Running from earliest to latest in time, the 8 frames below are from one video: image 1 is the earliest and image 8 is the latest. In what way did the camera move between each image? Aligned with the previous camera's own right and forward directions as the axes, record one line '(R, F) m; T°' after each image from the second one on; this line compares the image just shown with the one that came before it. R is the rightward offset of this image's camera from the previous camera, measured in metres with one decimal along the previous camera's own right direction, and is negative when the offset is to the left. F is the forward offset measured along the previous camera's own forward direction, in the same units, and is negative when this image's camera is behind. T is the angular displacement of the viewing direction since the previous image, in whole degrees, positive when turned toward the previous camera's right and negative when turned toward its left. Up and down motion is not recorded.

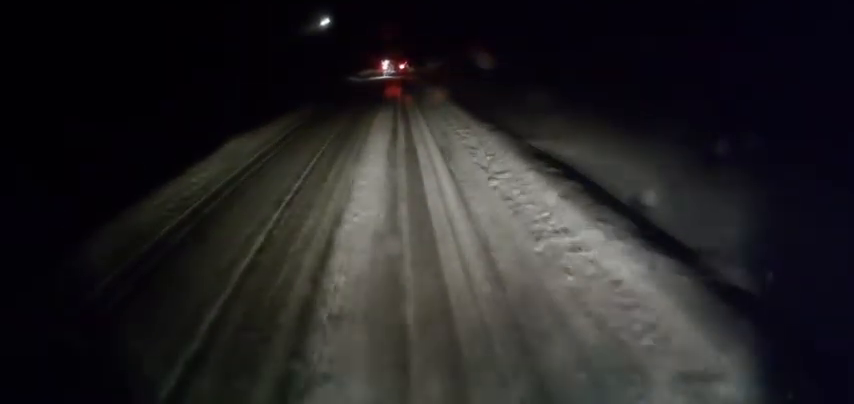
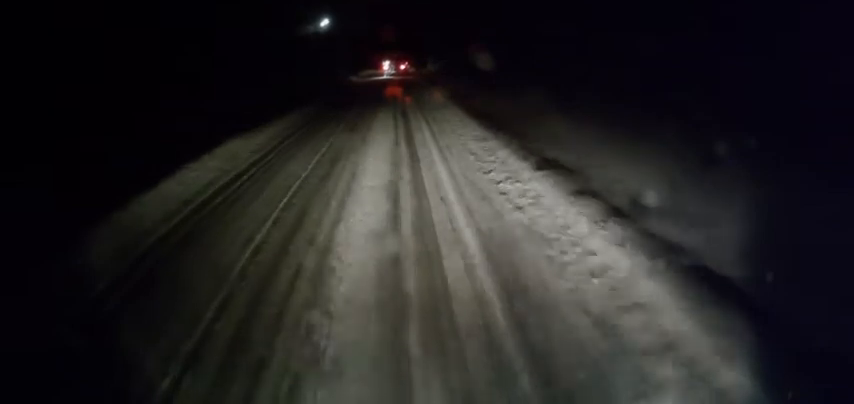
(0.0, +7.2) m; 0°
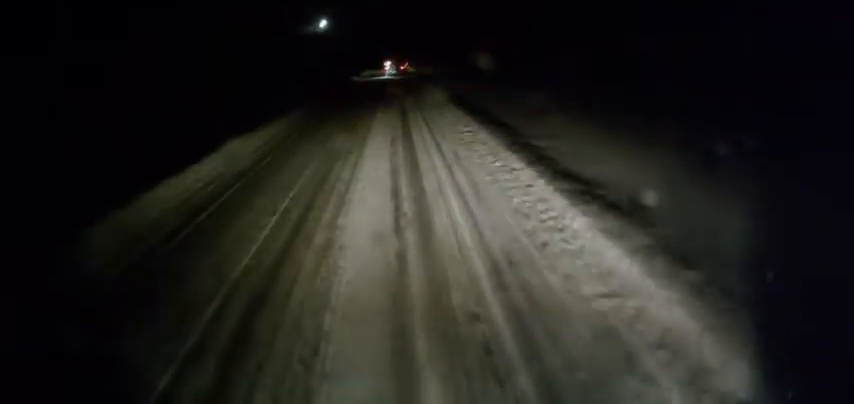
(0.0, +9.5) m; 0°
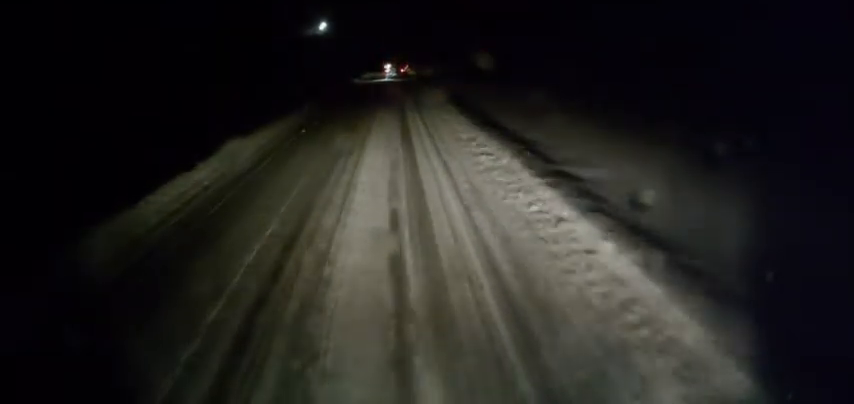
(0.0, +3.3) m; 0°
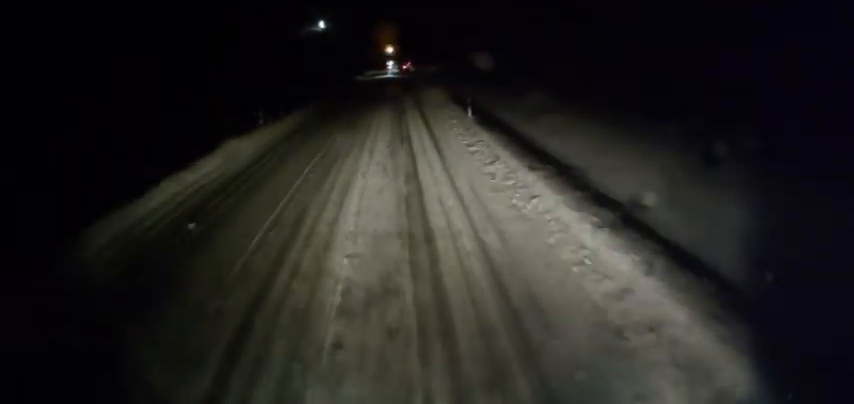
(-0.2, +11.5) m; -1°
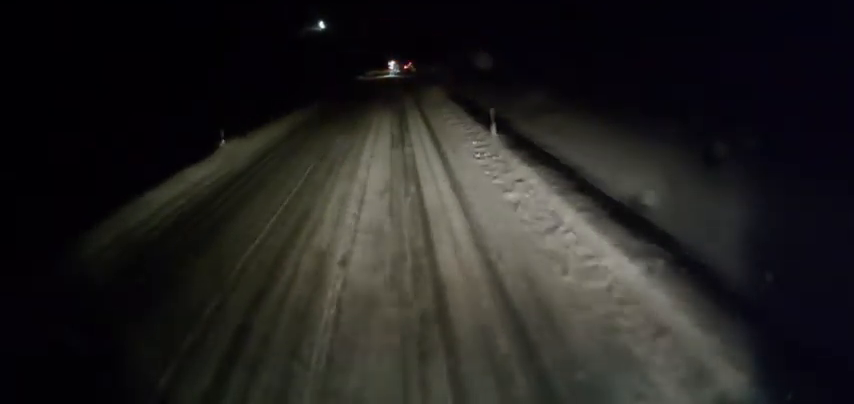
(-0.2, +4.6) m; +1°
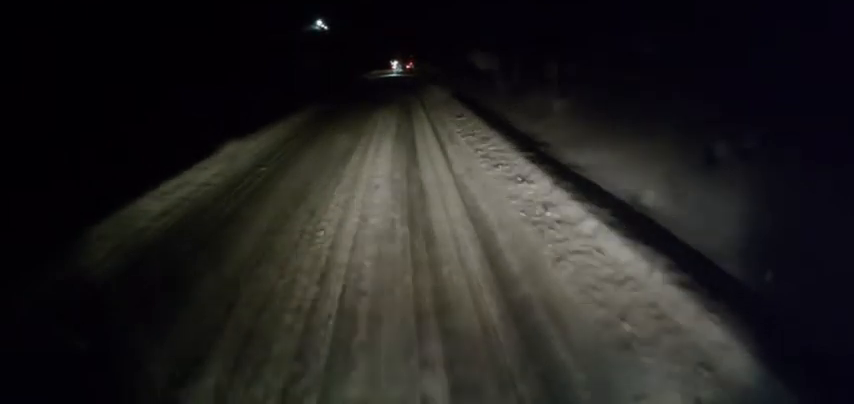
(+0.3, +21.4) m; -2°
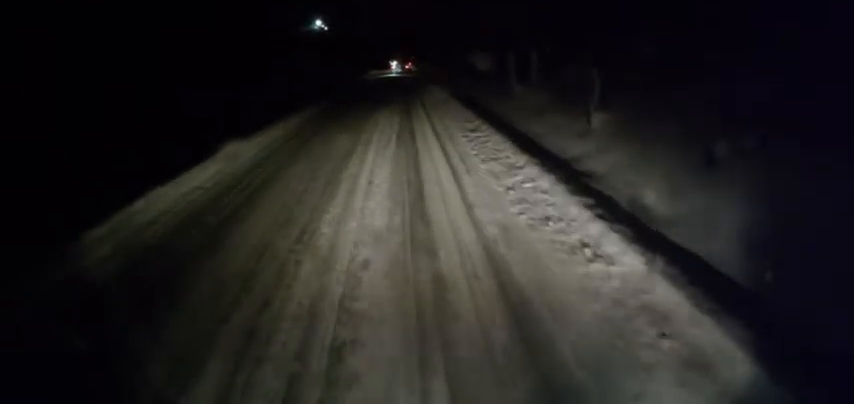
(-0.1, +4.2) m; 0°
